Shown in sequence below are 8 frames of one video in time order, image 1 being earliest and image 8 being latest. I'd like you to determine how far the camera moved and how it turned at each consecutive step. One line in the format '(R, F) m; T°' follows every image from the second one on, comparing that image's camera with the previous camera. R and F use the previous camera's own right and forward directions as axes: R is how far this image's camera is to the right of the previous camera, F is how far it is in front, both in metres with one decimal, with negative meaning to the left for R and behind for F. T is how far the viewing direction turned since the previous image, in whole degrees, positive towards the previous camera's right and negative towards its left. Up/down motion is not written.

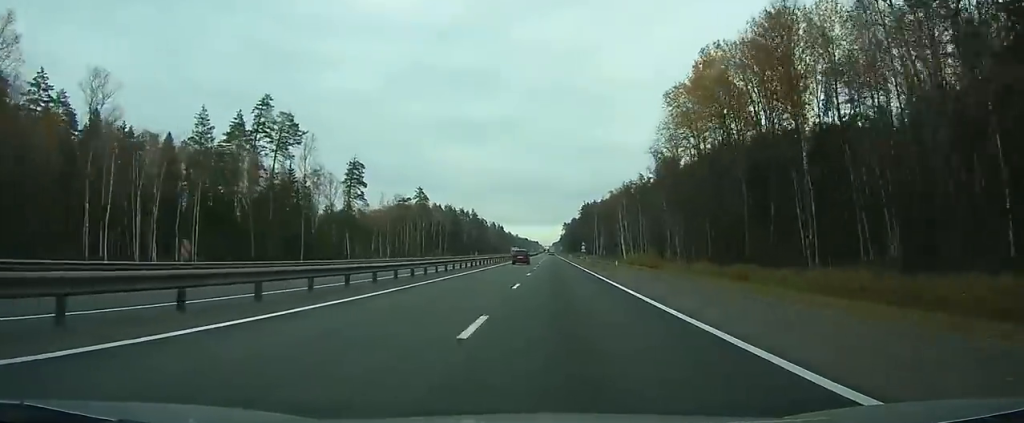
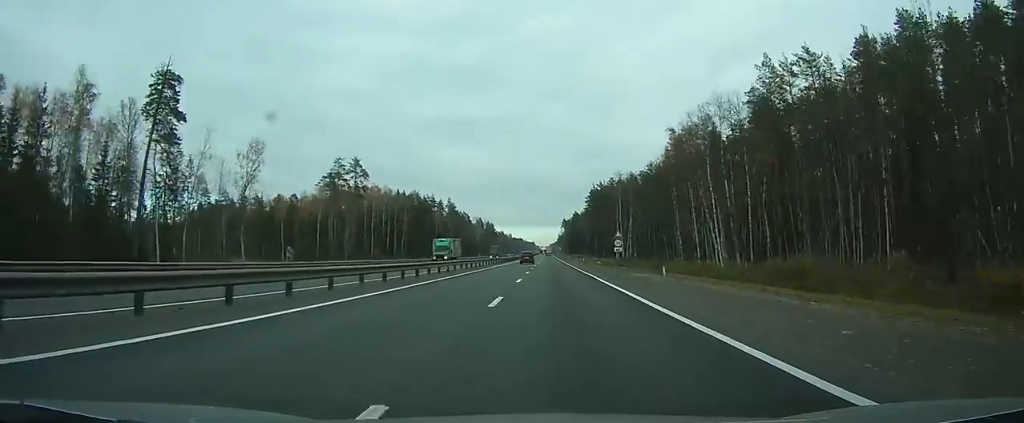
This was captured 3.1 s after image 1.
(0.0, +80.0) m; 0°
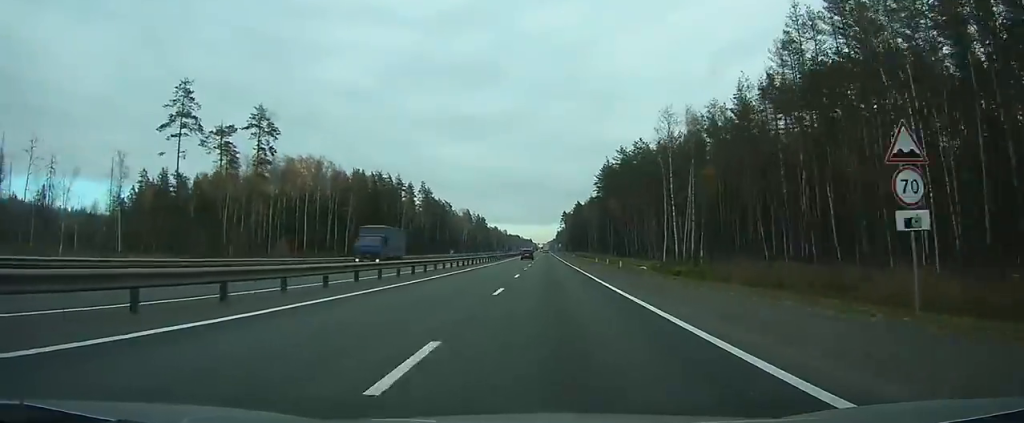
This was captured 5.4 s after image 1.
(+0.3, +54.9) m; 0°
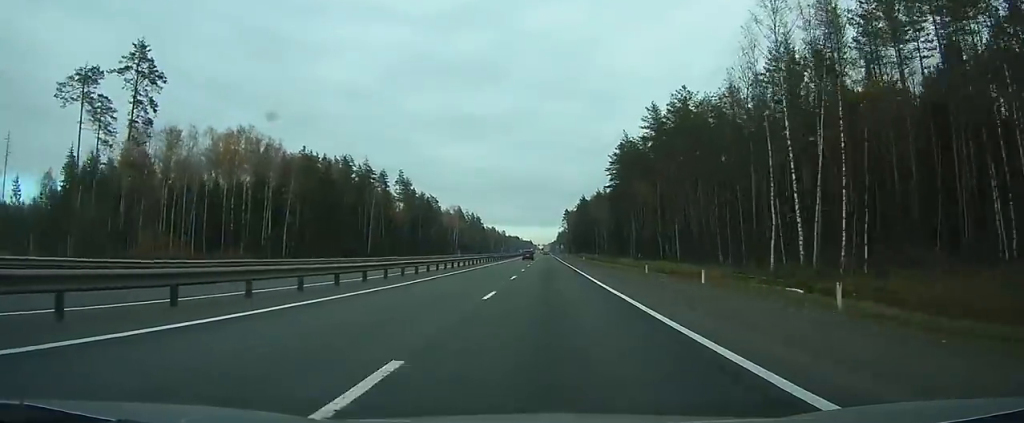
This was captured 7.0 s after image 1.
(0.0, +36.2) m; 0°
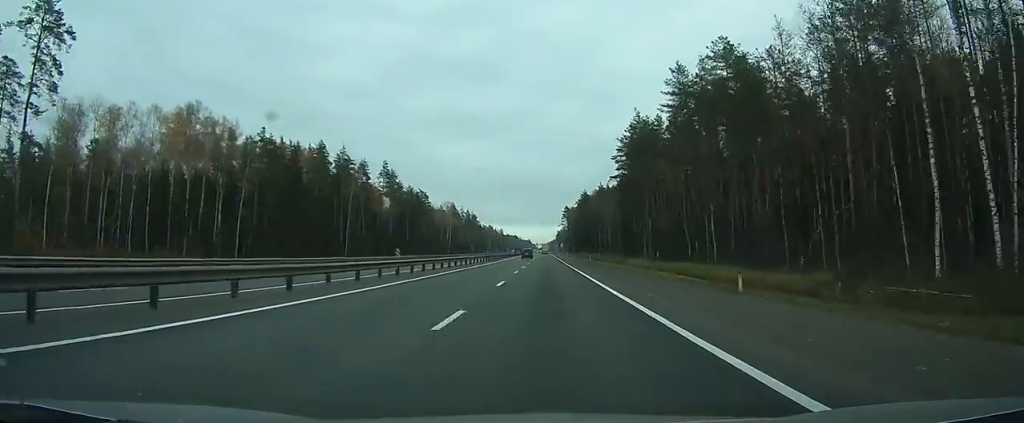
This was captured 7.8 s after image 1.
(0.0, +18.9) m; 0°
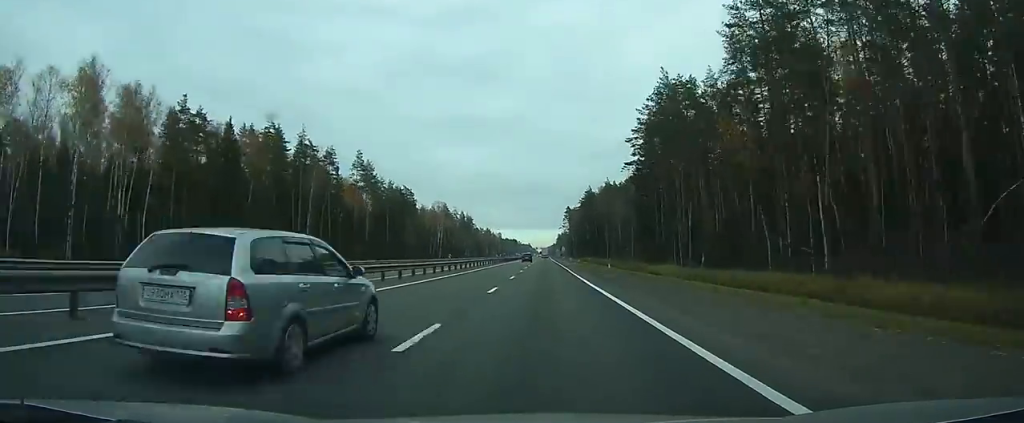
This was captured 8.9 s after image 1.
(0.0, +27.0) m; 0°
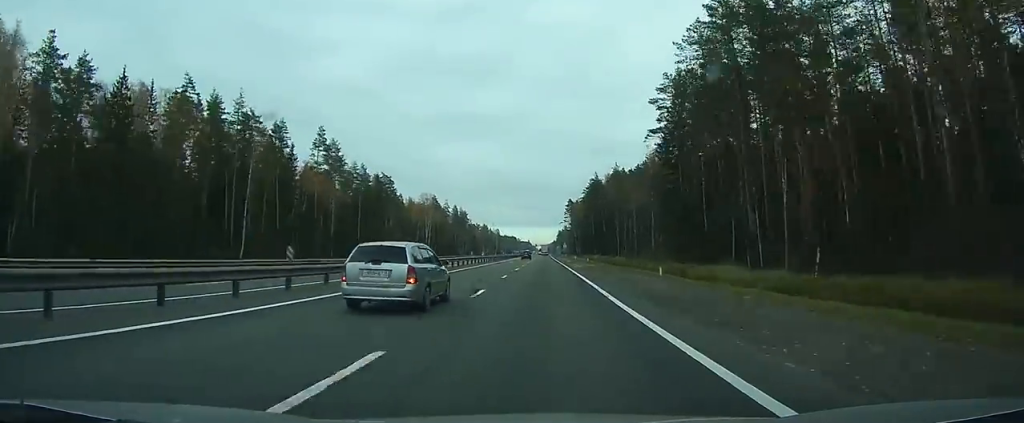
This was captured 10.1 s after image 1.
(0.0, +28.0) m; 0°
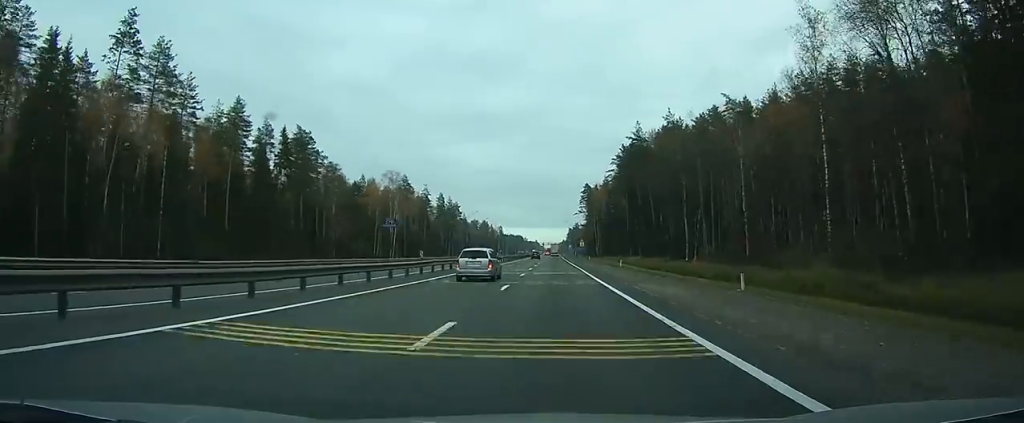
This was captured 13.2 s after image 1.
(-0.1, +68.5) m; 0°
